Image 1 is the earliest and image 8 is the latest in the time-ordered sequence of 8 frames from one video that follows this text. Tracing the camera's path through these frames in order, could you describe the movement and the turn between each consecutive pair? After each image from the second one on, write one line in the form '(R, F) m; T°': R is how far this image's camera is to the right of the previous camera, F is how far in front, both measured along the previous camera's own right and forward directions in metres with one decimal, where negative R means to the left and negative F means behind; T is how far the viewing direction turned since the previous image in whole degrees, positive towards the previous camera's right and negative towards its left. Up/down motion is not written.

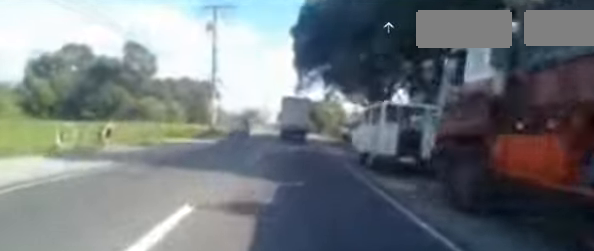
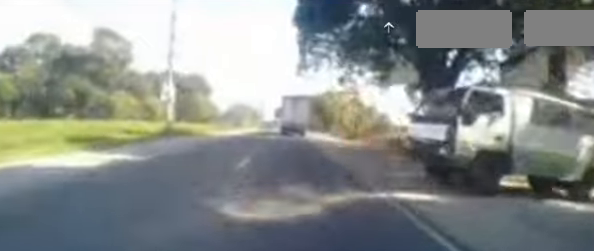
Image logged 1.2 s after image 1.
(-0.5, +11.5) m; -4°
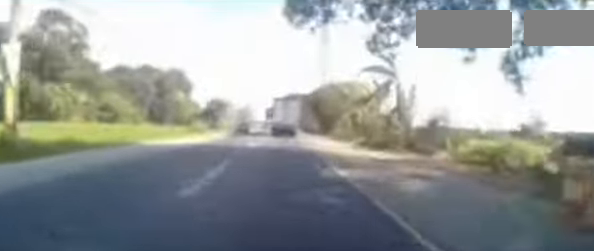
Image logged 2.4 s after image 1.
(-0.3, +11.9) m; -2°
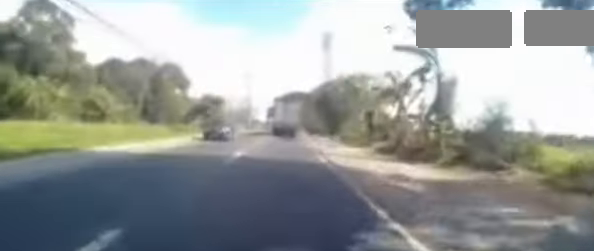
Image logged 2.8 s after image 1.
(-0.2, +4.5) m; 0°
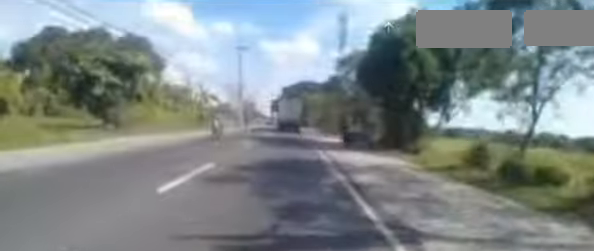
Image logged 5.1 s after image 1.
(+1.1, +22.9) m; +3°
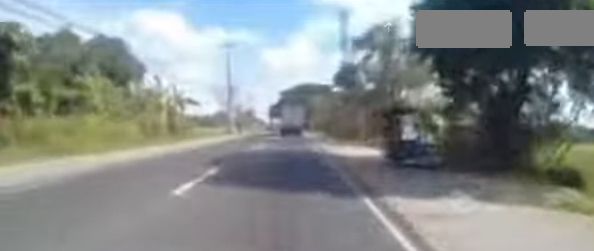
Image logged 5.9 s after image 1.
(0.0, +8.3) m; 0°
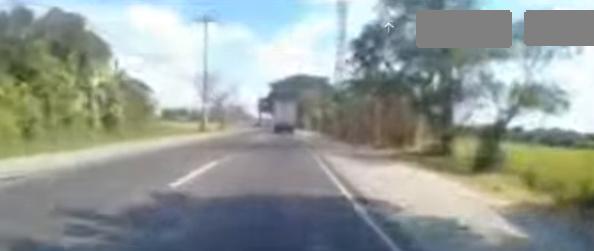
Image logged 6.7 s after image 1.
(0.0, +8.7) m; 0°
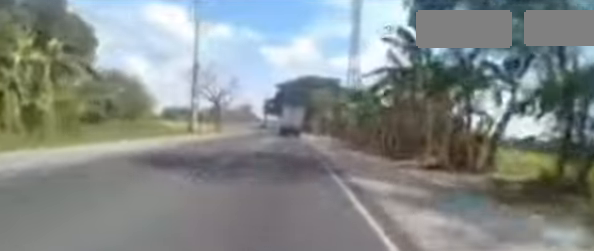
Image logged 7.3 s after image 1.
(0.0, +6.6) m; 0°
